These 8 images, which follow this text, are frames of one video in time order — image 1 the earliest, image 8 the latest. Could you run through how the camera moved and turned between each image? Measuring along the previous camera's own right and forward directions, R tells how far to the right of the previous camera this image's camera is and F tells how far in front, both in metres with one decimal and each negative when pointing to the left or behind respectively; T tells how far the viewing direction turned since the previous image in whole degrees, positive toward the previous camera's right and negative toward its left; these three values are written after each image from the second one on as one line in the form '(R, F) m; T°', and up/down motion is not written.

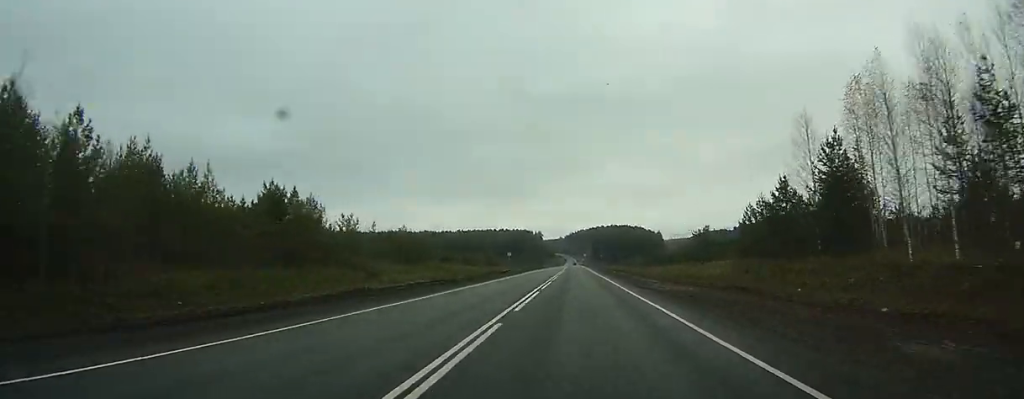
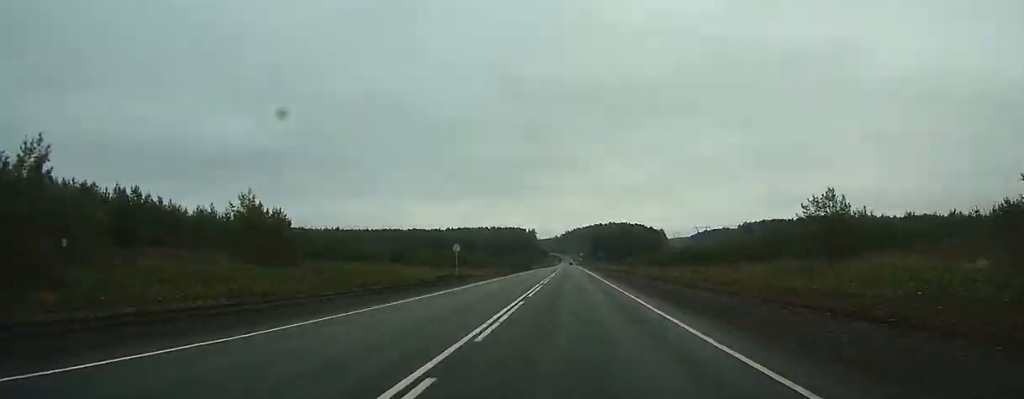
(0.0, +41.7) m; 0°
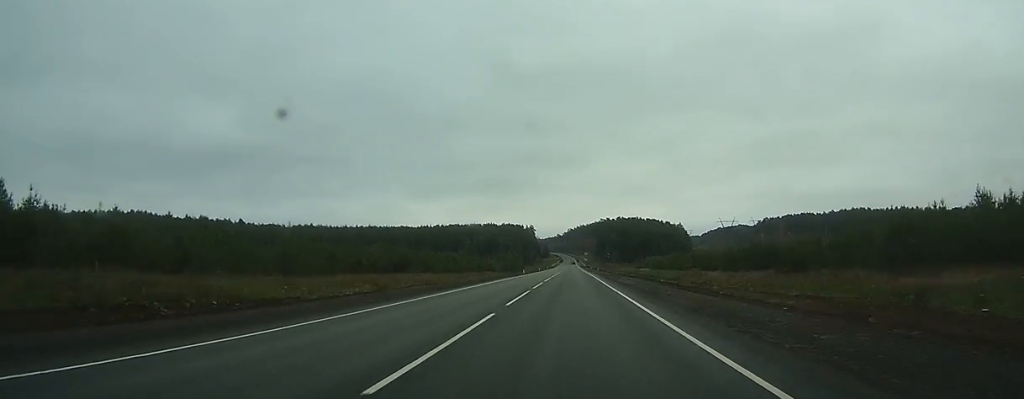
(0.0, +75.1) m; 0°
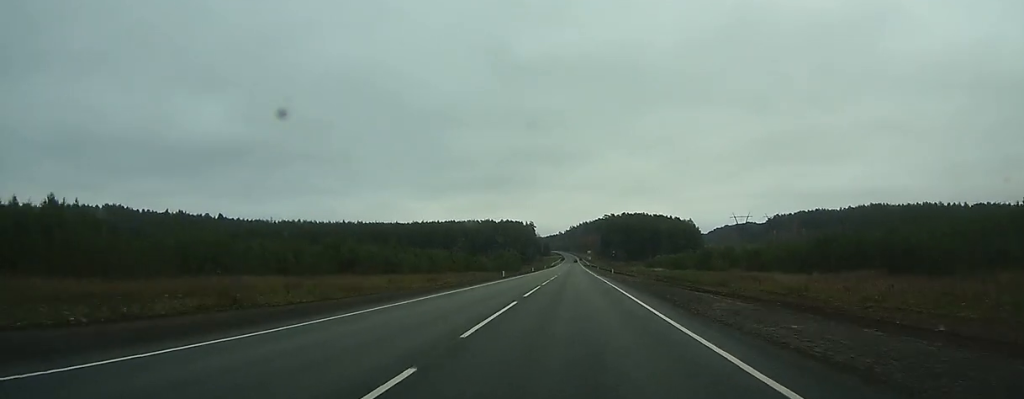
(0.0, +31.6) m; 0°
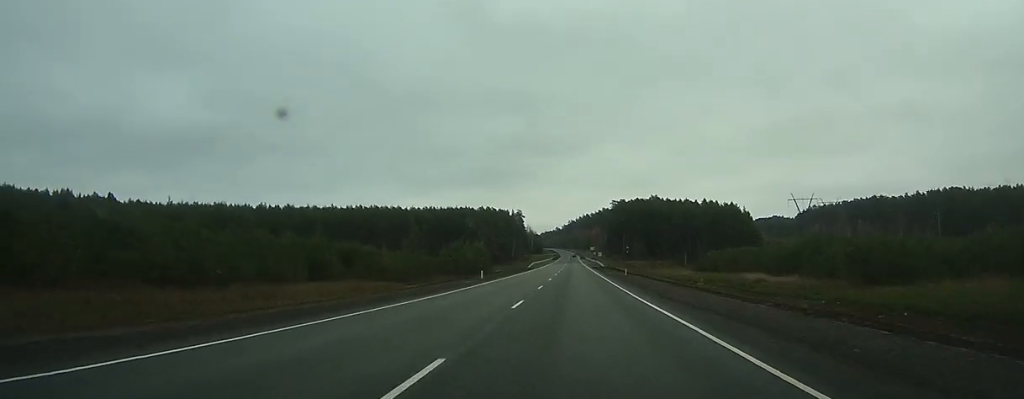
(+0.2, +112.2) m; 0°
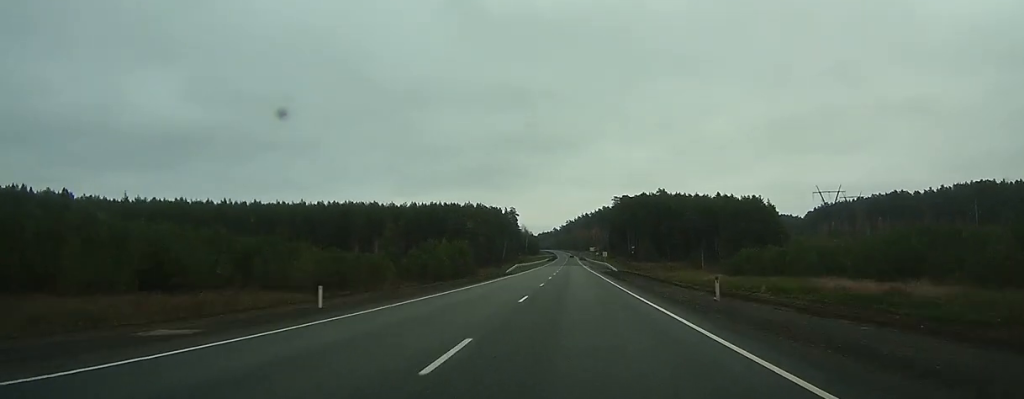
(0.0, +33.2) m; 0°
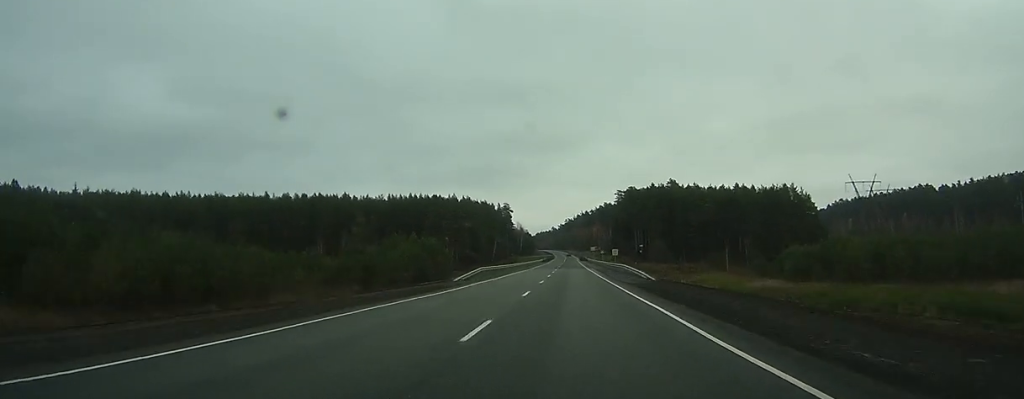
(0.0, +33.0) m; 0°
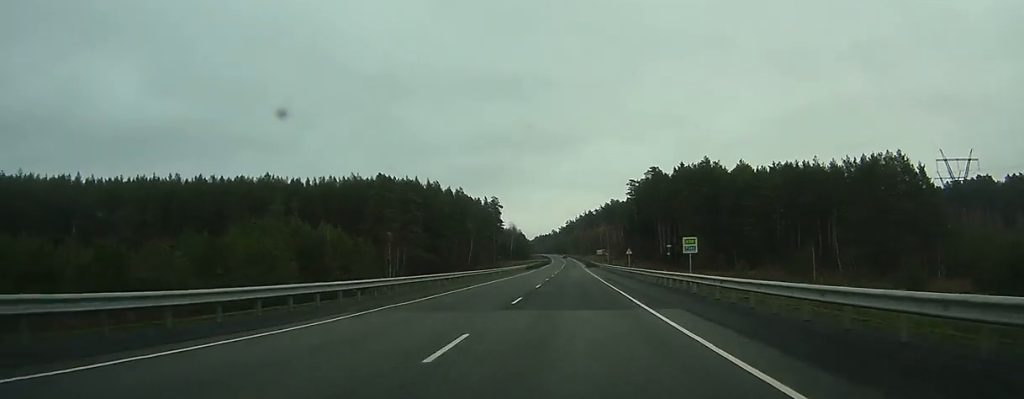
(-0.1, +61.7) m; 0°
